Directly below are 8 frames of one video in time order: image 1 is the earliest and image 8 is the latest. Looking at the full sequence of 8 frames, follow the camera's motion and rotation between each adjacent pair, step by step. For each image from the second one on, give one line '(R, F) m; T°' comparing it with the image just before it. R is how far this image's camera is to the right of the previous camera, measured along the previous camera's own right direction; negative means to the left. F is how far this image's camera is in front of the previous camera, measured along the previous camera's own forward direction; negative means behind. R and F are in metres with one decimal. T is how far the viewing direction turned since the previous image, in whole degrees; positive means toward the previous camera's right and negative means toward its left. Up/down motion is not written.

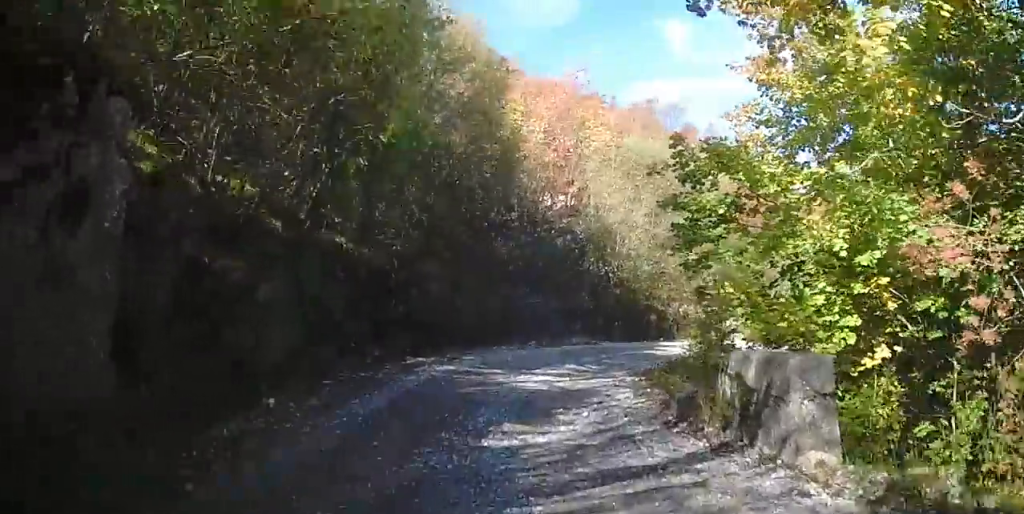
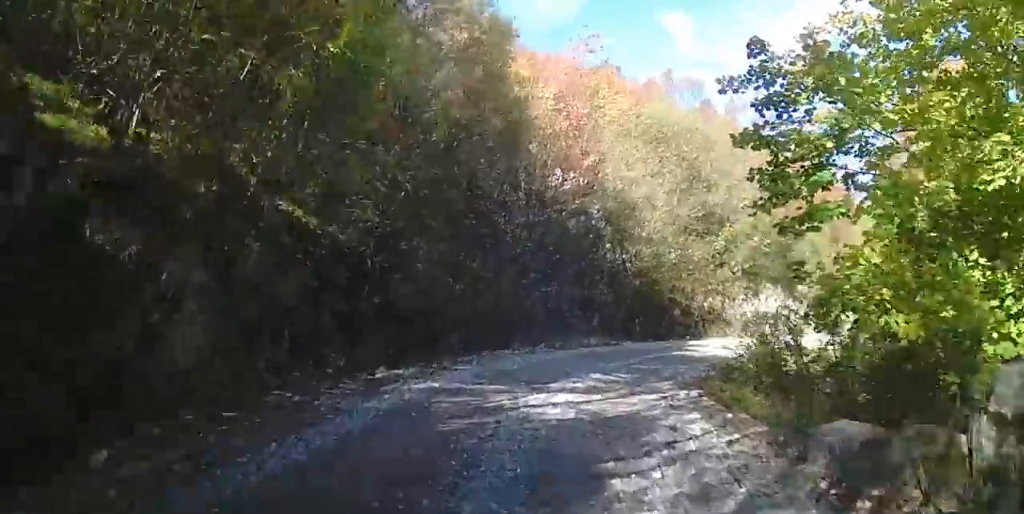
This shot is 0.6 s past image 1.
(0.0, +3.5) m; 0°
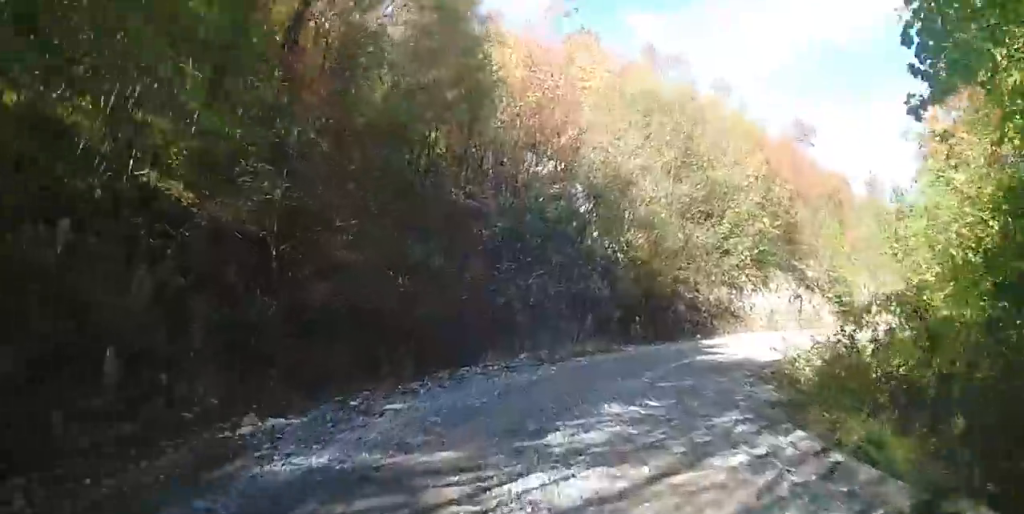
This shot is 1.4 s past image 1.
(0.0, +4.4) m; 0°
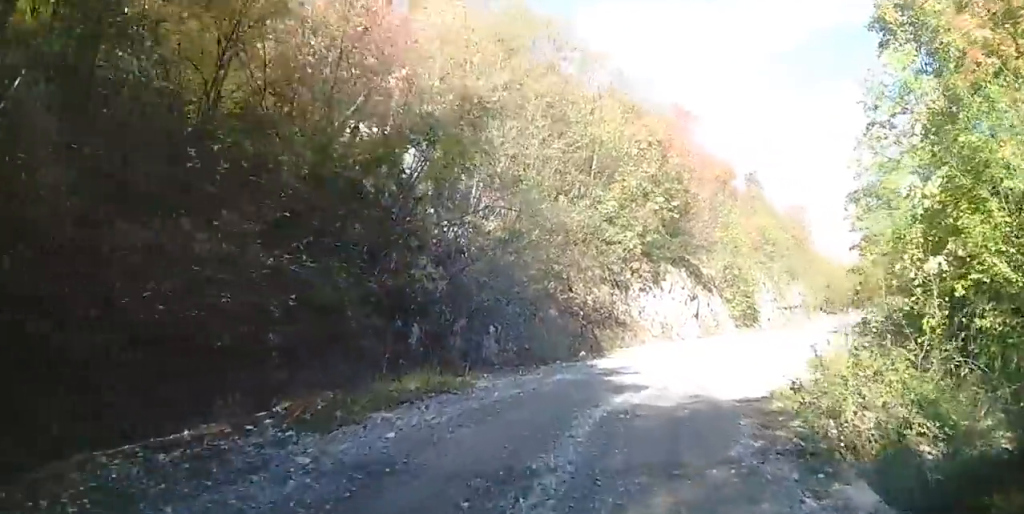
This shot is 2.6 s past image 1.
(+0.5, +6.2) m; +17°
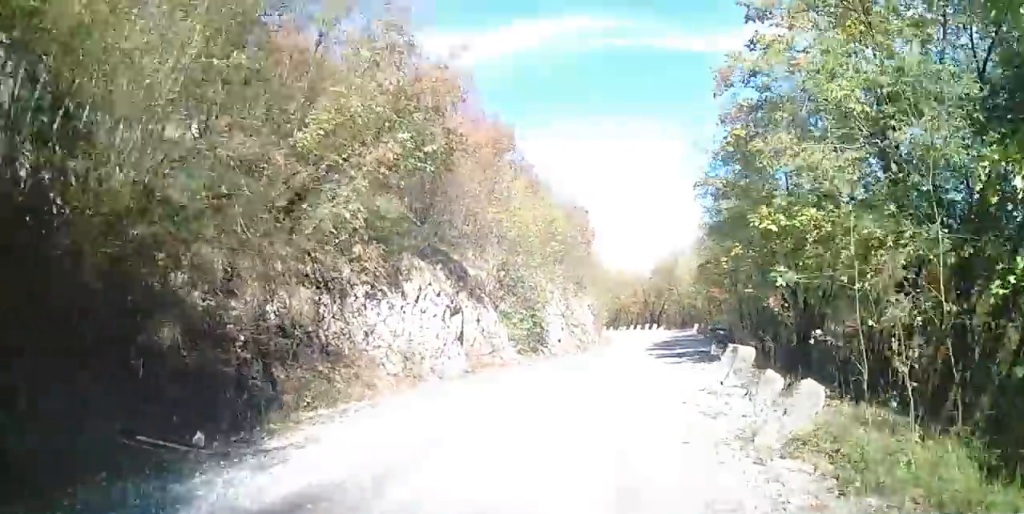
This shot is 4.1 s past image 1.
(+1.8, +7.7) m; +22°
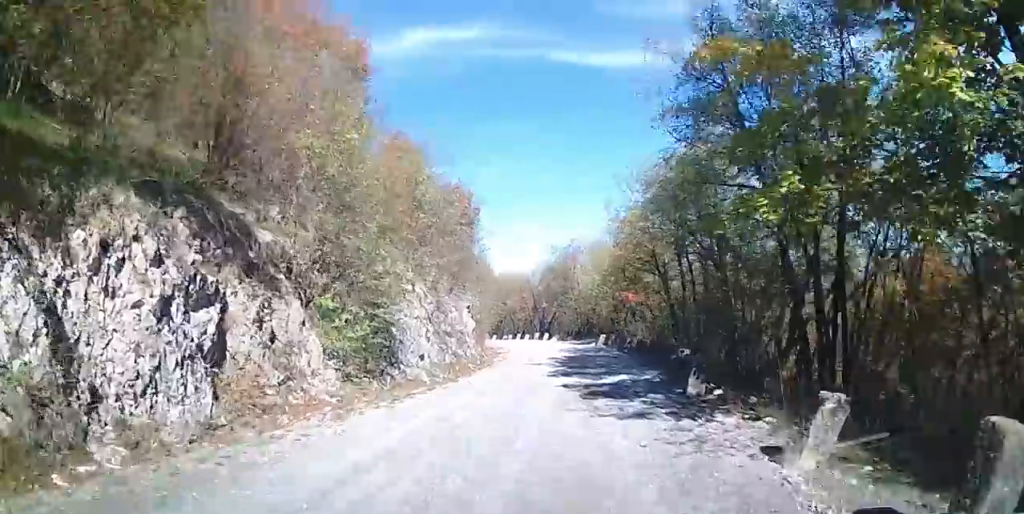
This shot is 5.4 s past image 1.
(+1.0, +7.1) m; +12°
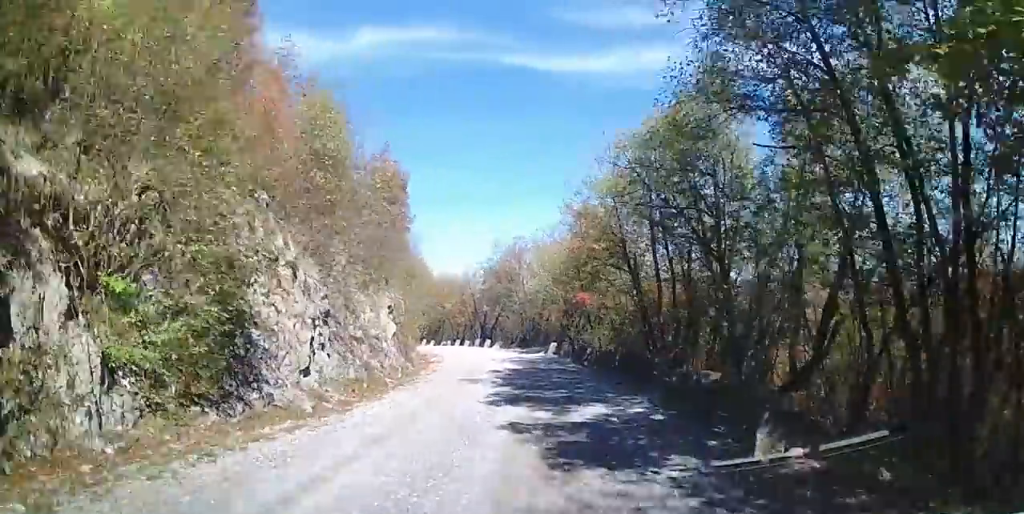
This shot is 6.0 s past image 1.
(0.0, +4.5) m; +4°
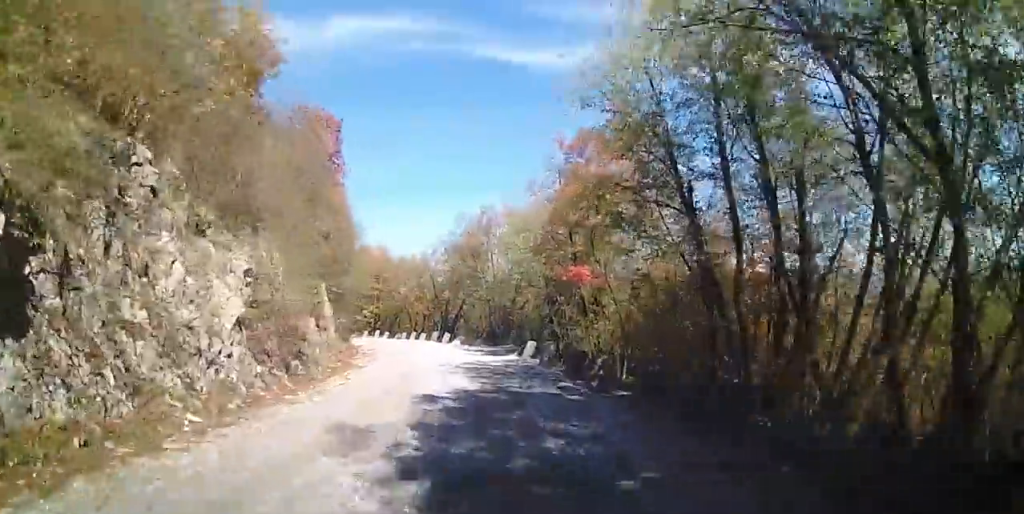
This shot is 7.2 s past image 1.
(+0.5, +8.0) m; +3°
